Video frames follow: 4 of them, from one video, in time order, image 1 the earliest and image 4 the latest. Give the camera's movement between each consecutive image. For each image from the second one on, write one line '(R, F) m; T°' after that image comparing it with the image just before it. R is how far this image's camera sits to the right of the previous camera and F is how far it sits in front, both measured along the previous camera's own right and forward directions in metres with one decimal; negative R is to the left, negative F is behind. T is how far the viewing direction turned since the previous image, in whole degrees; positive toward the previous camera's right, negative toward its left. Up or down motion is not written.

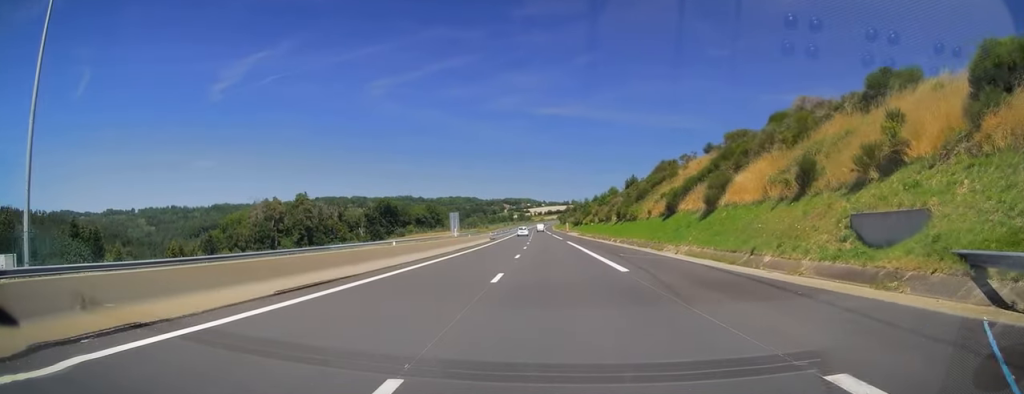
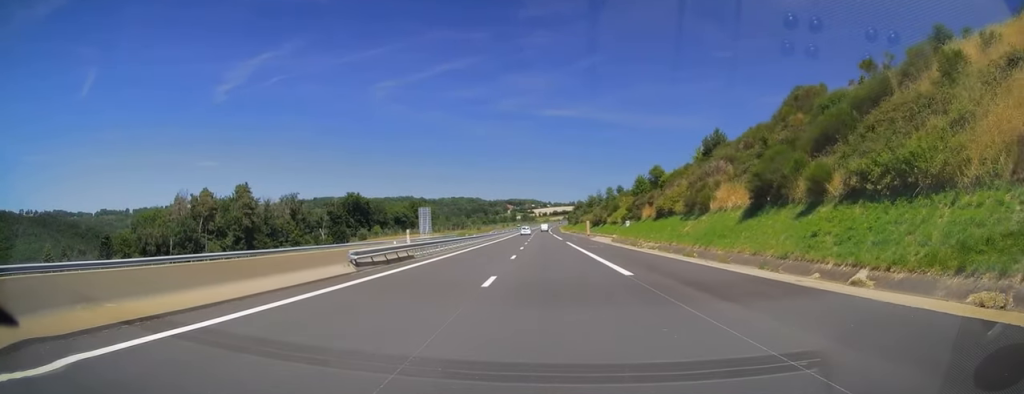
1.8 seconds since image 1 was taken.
(-0.1, +53.8) m; -1°
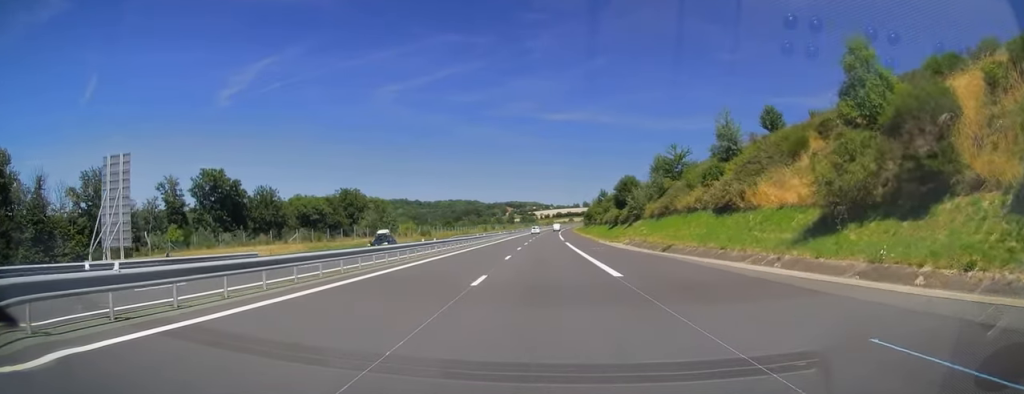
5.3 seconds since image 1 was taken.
(-0.9, +104.3) m; 0°
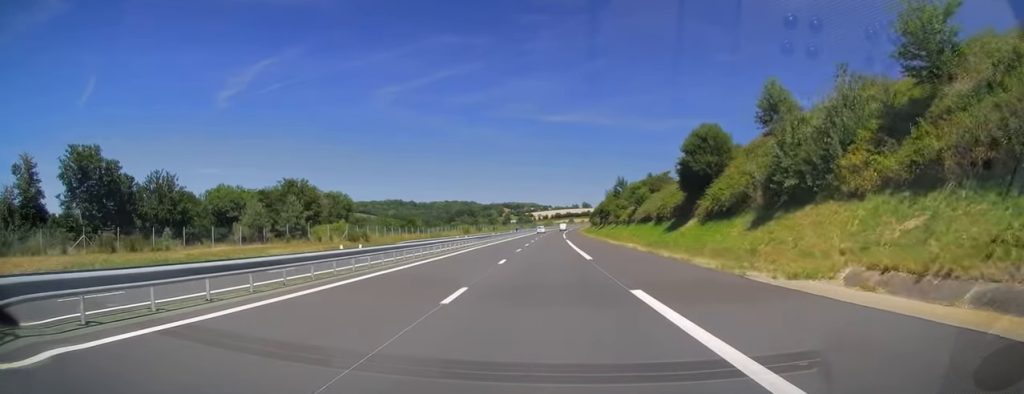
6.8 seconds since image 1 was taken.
(+0.1, +42.6) m; 0°
